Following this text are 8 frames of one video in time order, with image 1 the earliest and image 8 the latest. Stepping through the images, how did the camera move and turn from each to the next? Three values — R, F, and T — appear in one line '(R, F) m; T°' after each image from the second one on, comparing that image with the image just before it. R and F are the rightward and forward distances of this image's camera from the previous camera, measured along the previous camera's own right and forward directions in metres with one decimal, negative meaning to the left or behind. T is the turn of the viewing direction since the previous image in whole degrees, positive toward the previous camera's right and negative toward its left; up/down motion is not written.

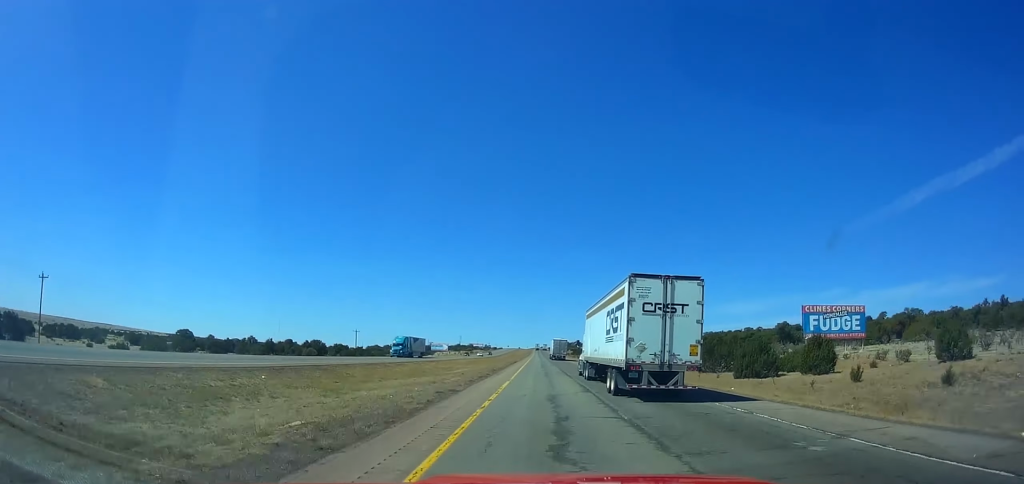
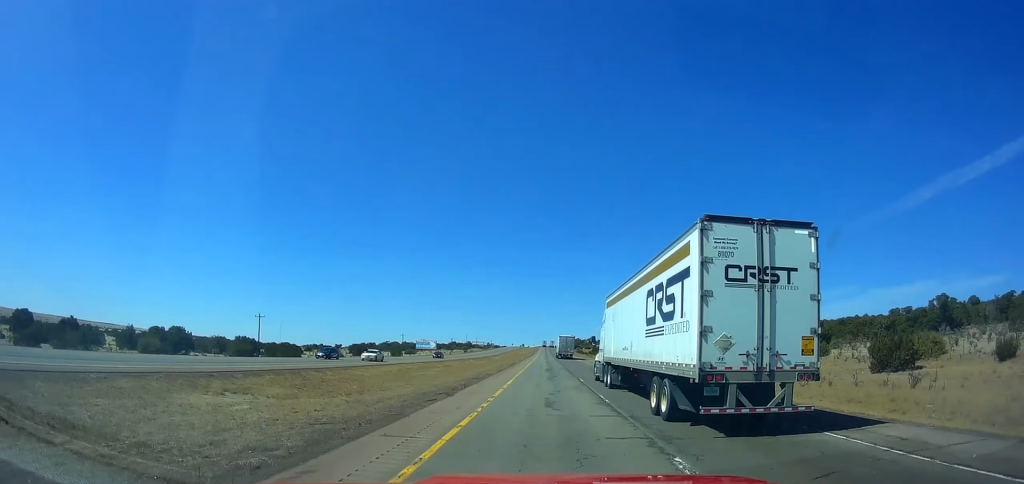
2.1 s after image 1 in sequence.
(+0.1, +67.9) m; 0°
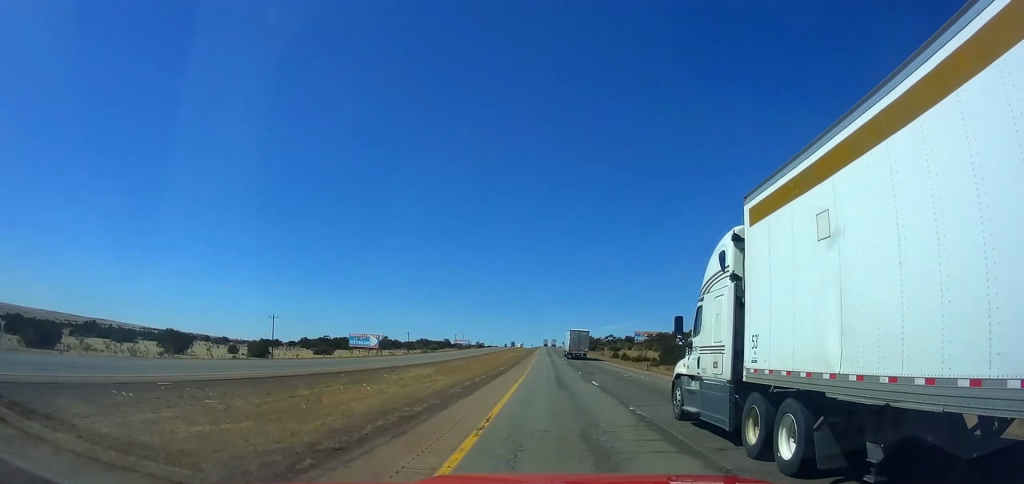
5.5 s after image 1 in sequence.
(-0.2, +112.4) m; 0°
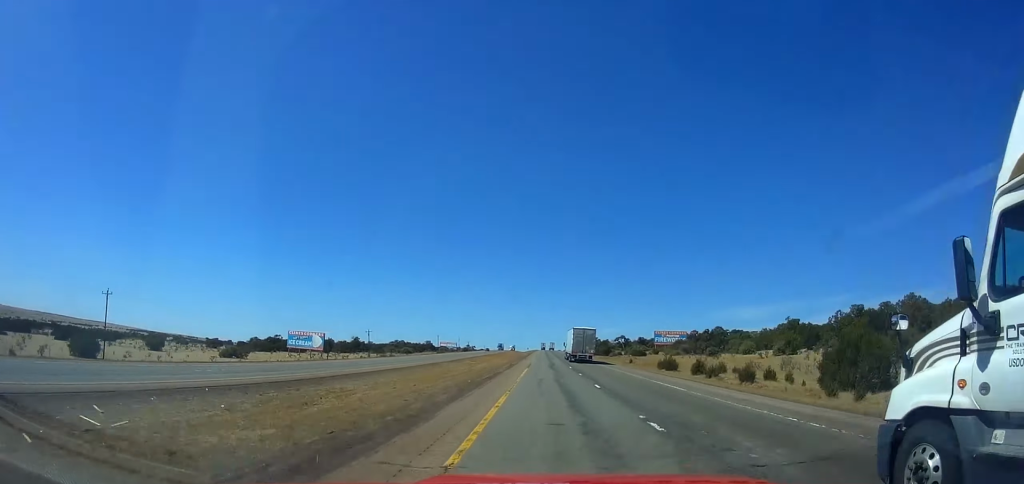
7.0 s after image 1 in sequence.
(0.0, +50.5) m; 0°
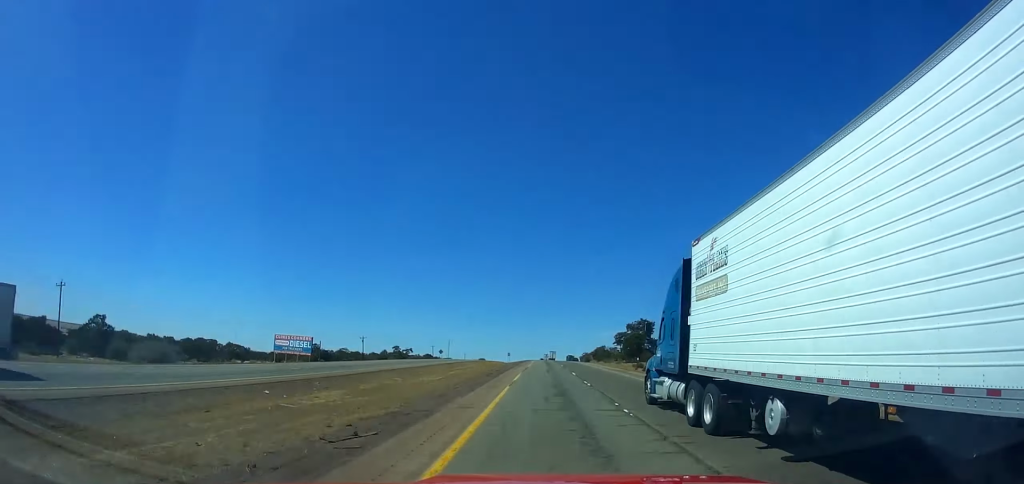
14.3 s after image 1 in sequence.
(+0.1, +251.9) m; 0°
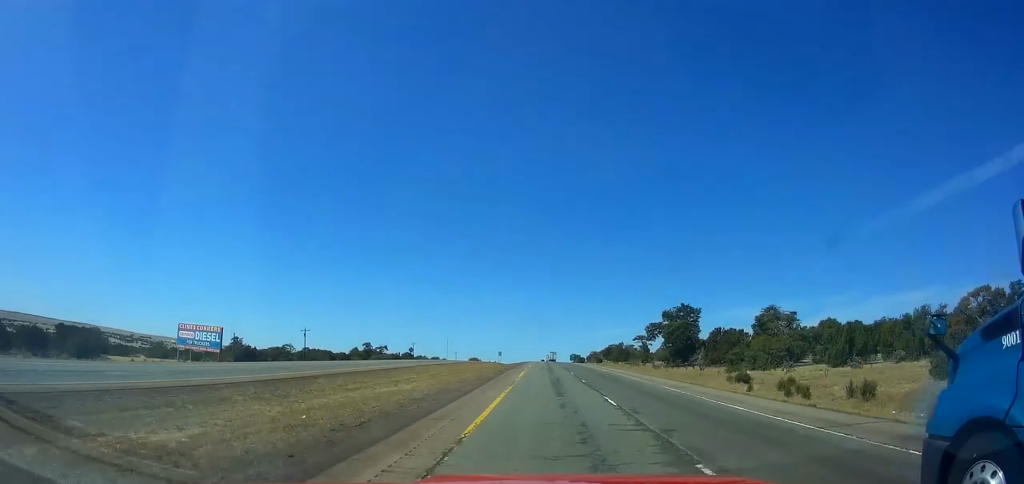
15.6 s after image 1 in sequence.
(0.0, +45.6) m; 0°
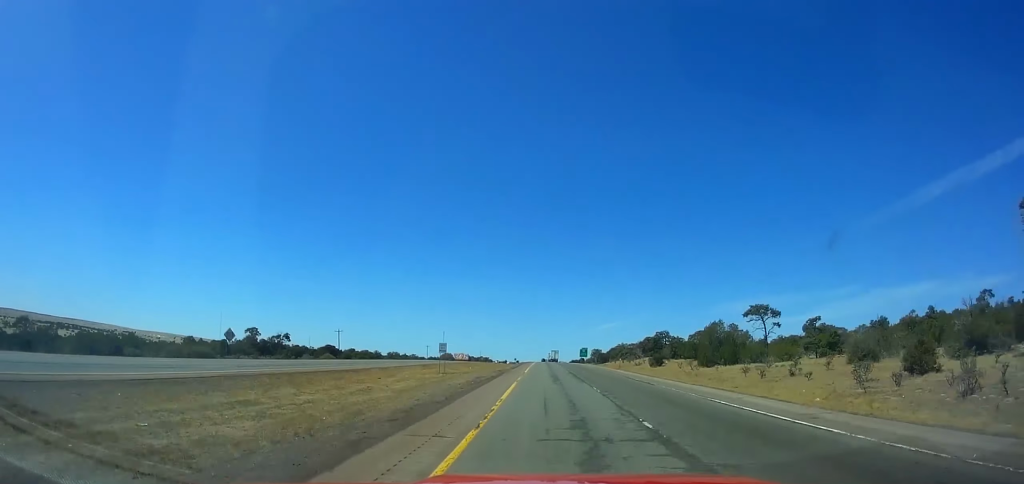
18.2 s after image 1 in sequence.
(0.0, +92.2) m; 0°
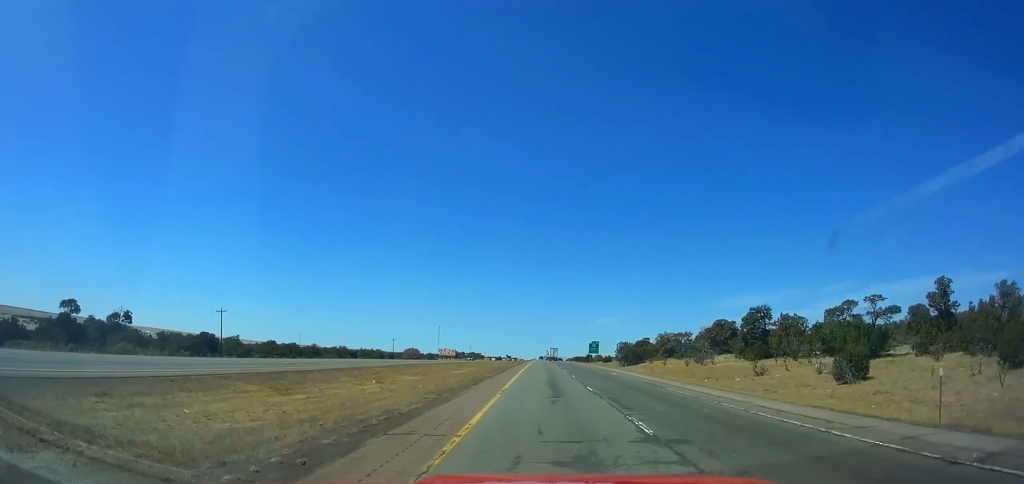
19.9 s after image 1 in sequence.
(-0.1, +60.7) m; 0°
